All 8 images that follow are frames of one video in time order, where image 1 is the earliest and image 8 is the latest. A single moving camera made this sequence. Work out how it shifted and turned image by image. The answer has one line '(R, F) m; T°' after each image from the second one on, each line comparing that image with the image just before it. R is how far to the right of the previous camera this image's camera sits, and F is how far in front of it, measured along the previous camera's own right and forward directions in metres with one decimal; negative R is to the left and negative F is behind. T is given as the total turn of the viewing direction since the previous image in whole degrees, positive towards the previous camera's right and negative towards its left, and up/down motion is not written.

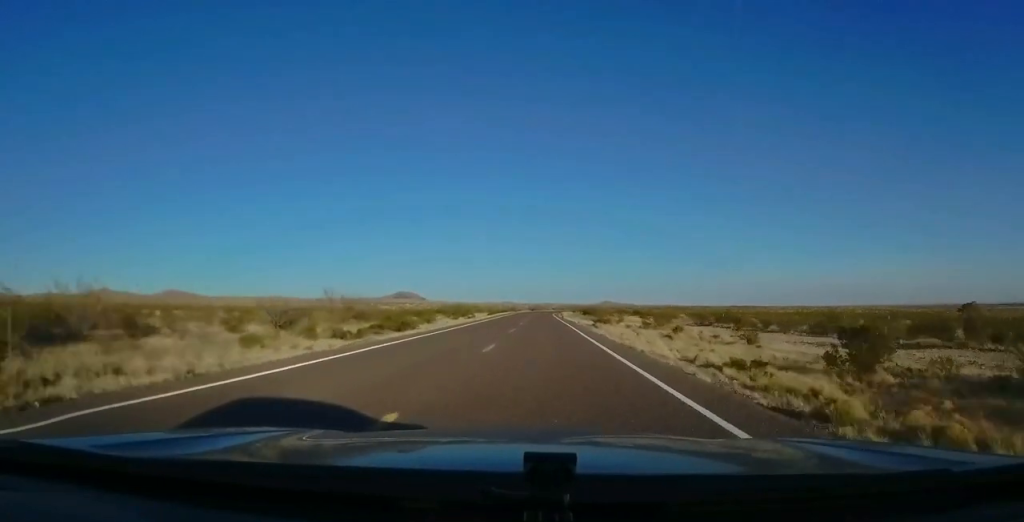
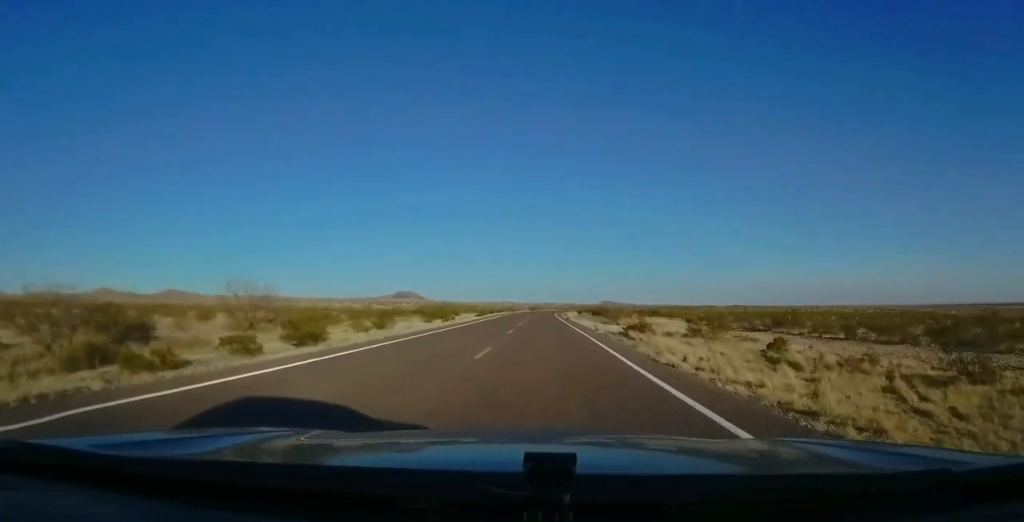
(0.0, +14.6) m; 0°
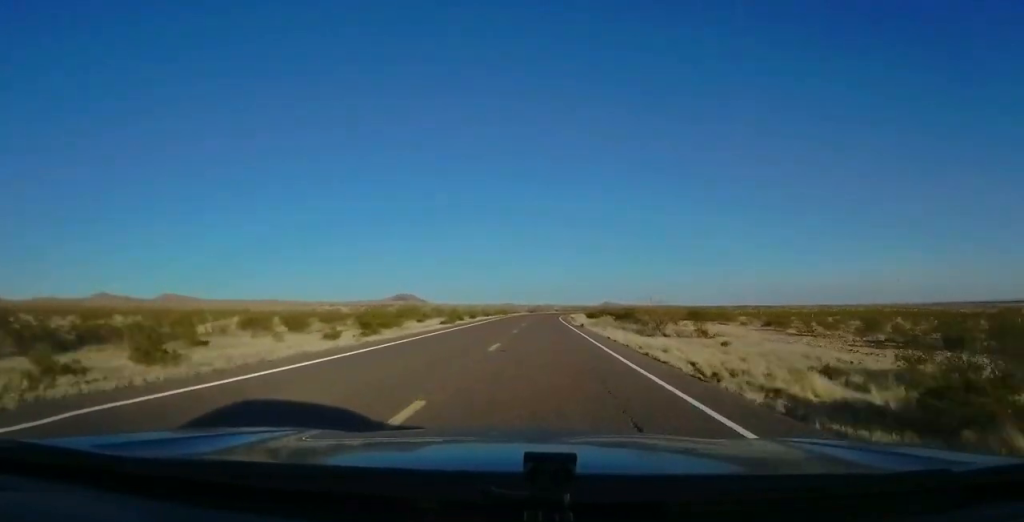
(+0.4, +21.4) m; 0°
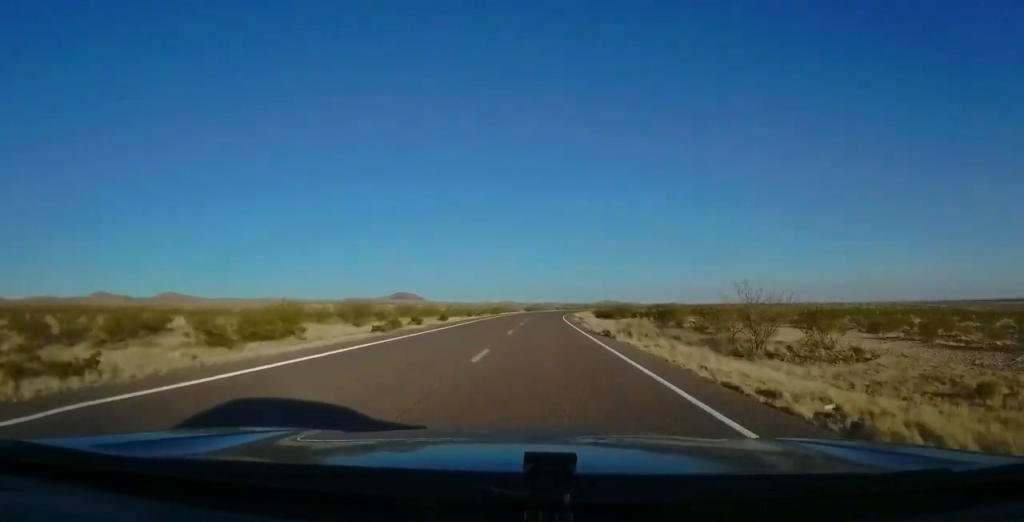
(-0.3, +16.6) m; -1°
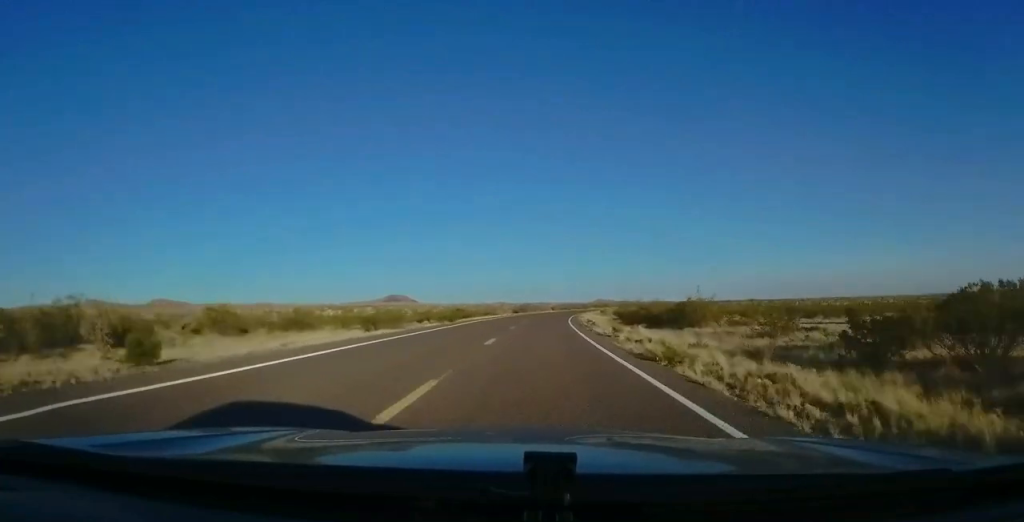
(-0.3, +31.2) m; +1°
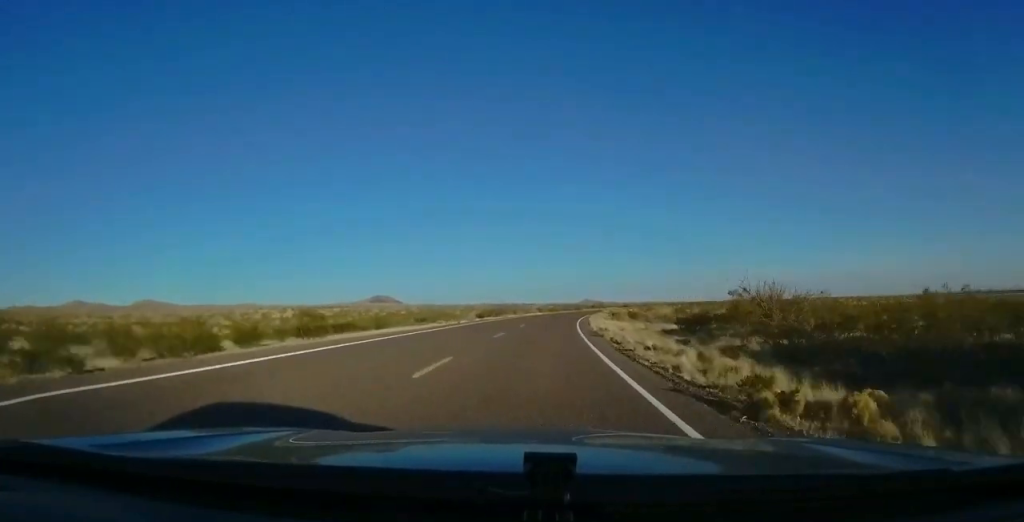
(+0.9, +33.2) m; +2°
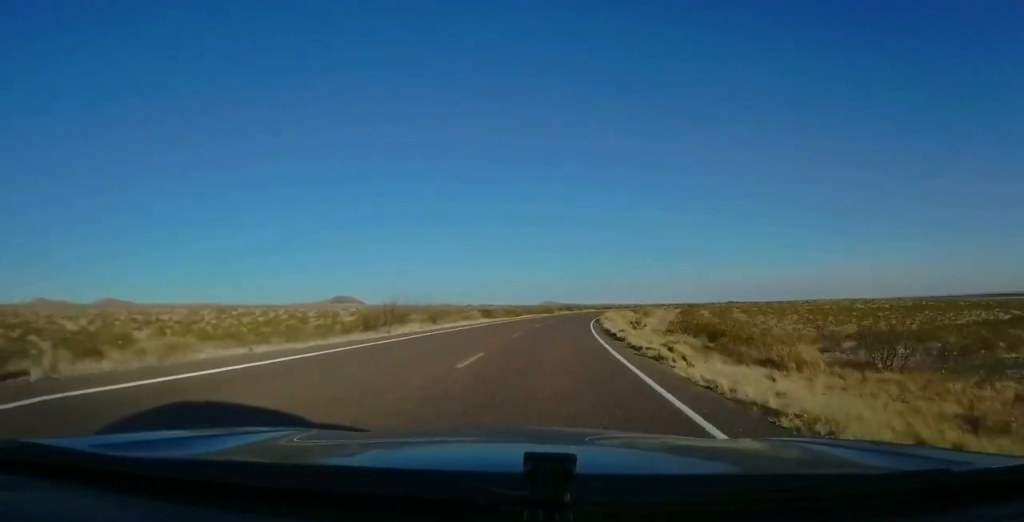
(+1.0, +47.7) m; +4°
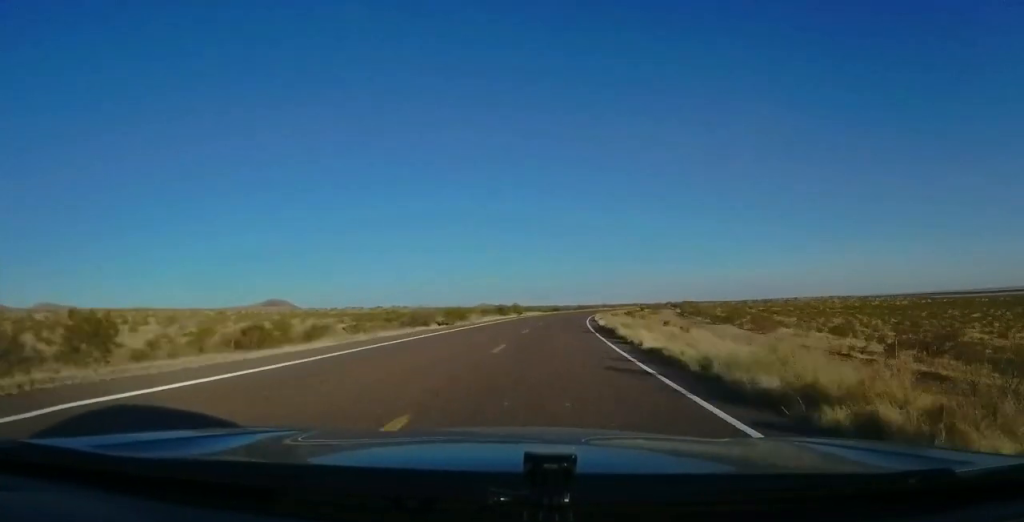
(+4.1, +57.5) m; +8°
